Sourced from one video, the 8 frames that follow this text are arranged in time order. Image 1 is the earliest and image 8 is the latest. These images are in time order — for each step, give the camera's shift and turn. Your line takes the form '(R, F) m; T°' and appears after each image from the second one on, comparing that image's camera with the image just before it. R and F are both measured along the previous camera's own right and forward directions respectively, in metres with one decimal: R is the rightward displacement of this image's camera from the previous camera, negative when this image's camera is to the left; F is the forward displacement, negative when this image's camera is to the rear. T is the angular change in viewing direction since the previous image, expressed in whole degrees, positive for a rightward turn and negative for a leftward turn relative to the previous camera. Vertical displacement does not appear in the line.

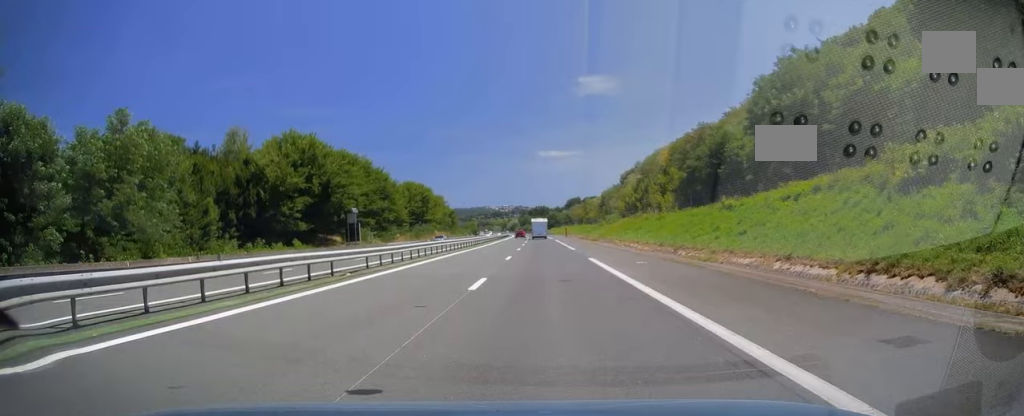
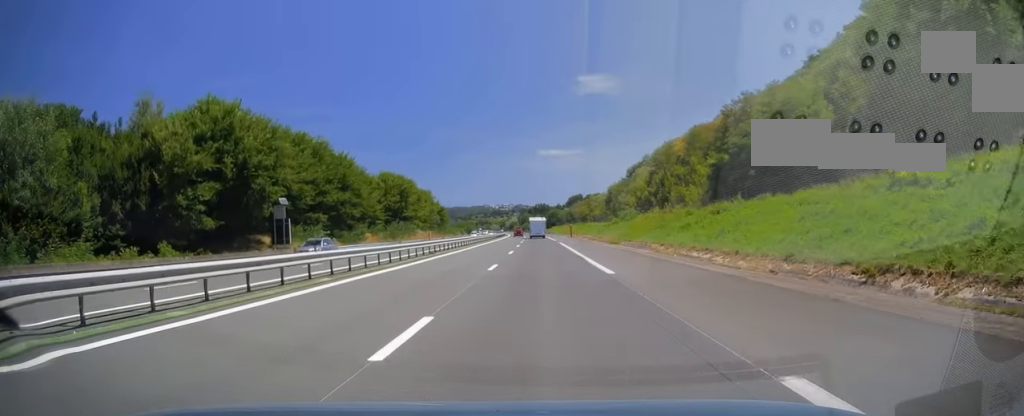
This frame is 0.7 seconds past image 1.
(-0.2, +21.6) m; 0°
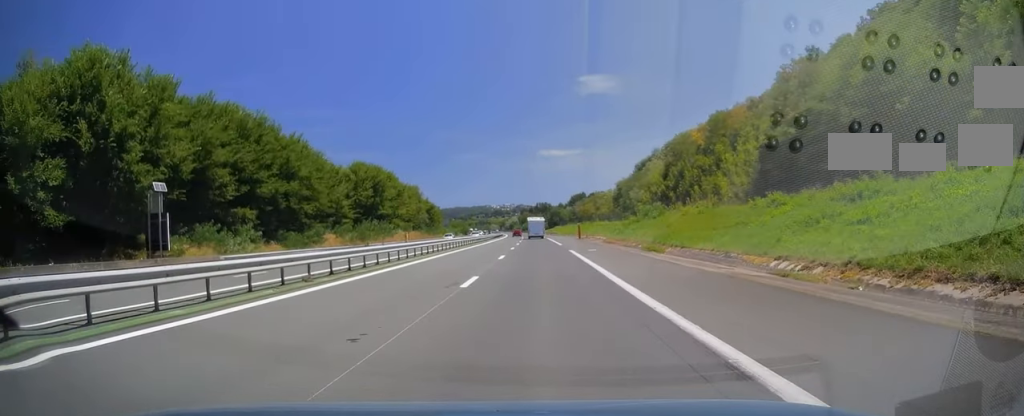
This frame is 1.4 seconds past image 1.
(-0.1, +19.7) m; 0°
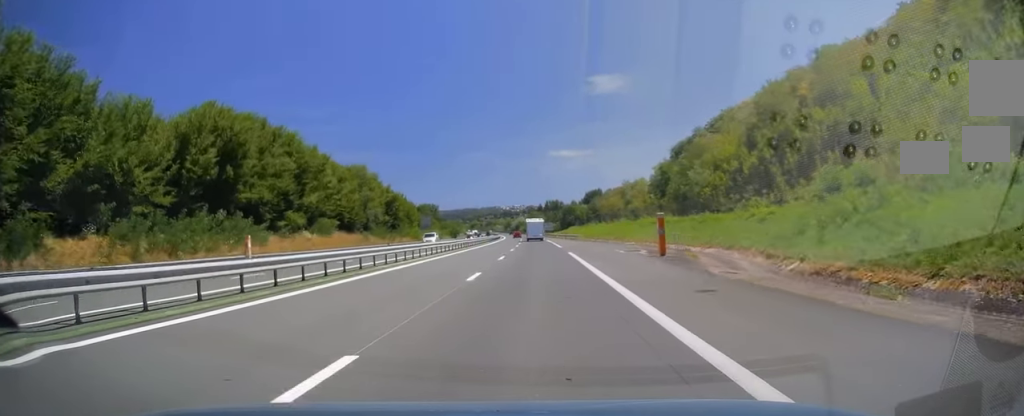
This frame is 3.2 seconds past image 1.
(-0.1, +52.2) m; -1°
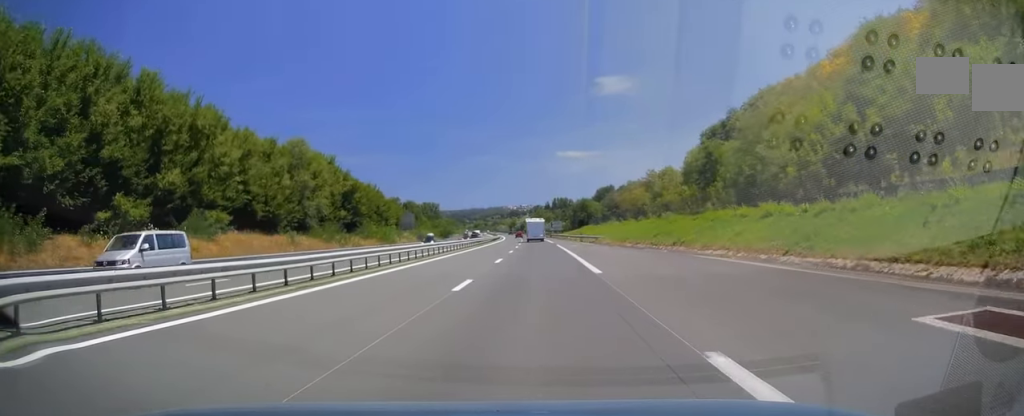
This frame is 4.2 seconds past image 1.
(-0.1, +29.5) m; 0°
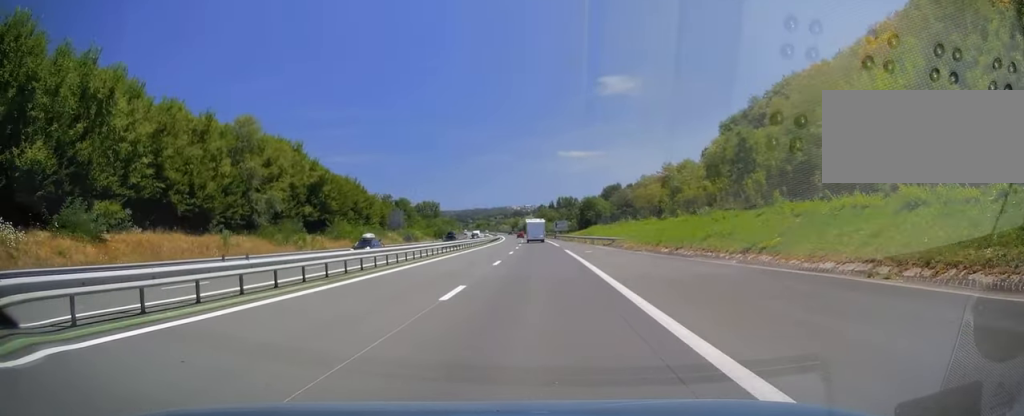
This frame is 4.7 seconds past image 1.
(0.0, +14.8) m; 0°
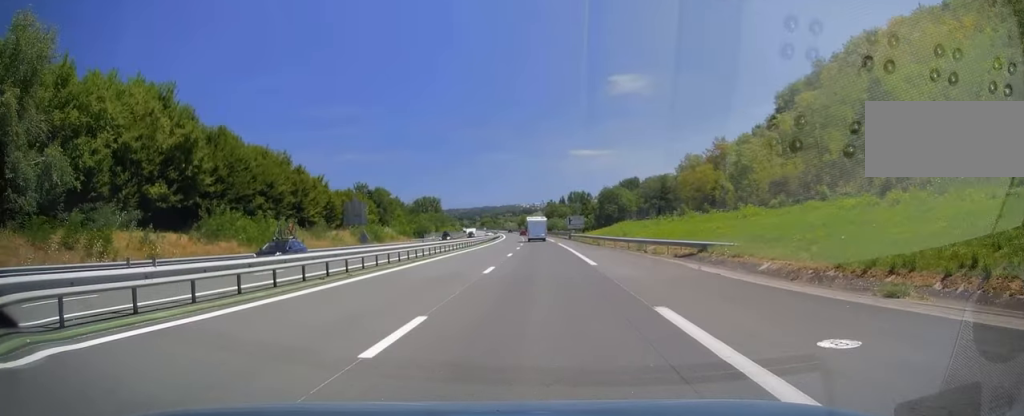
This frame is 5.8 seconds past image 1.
(-0.3, +32.5) m; -1°
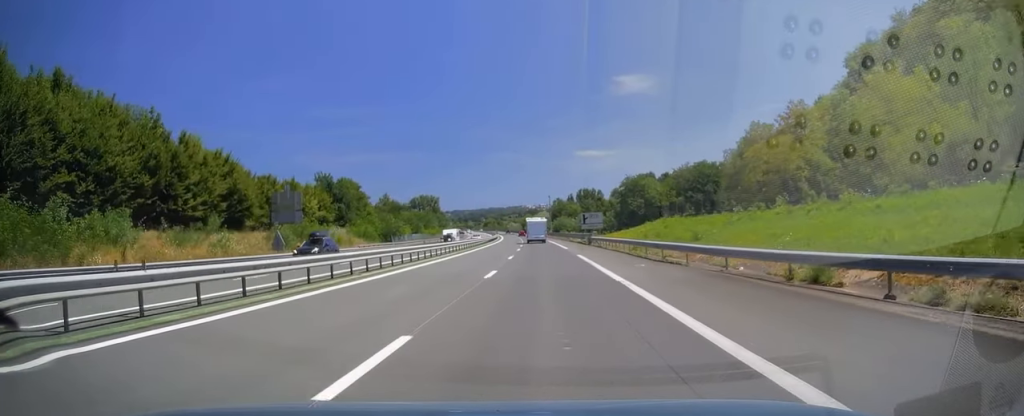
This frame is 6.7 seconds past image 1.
(-0.2, +28.1) m; -1°
